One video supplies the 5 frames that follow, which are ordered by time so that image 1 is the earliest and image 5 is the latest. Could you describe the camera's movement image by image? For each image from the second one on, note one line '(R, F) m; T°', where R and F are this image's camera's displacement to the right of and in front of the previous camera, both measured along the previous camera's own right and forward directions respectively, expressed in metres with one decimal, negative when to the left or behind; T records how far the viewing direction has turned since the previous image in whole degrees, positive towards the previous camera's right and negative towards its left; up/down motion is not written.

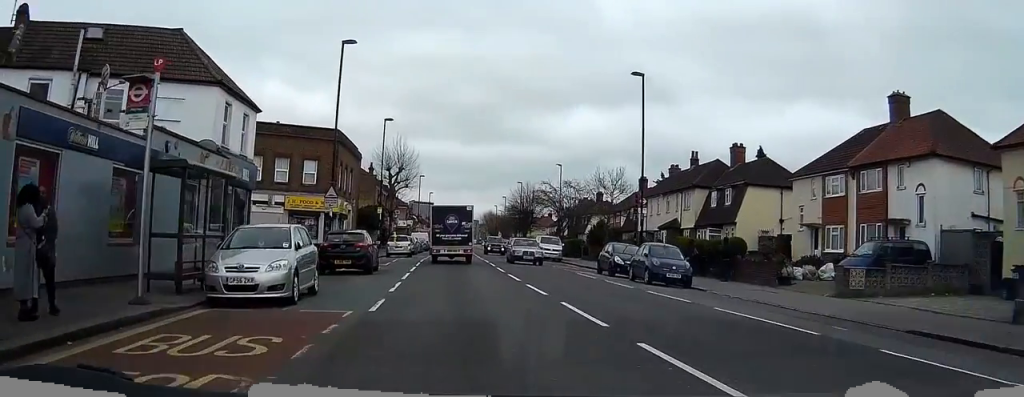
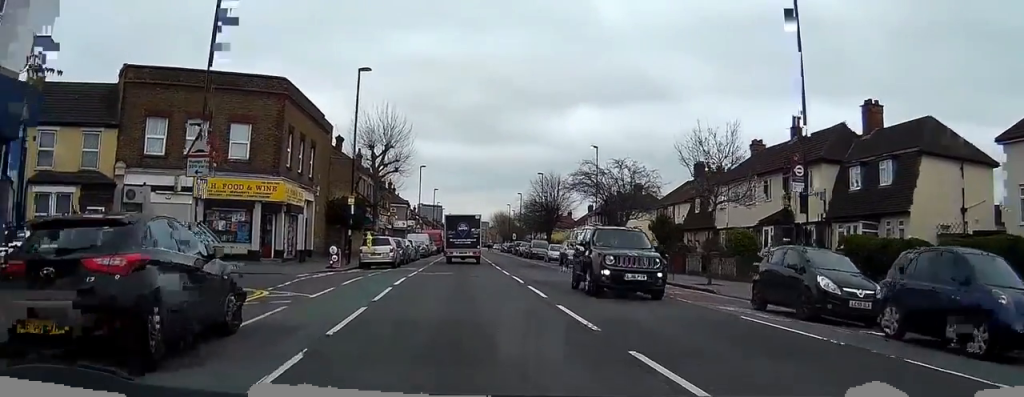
(+0.6, +18.2) m; +2°
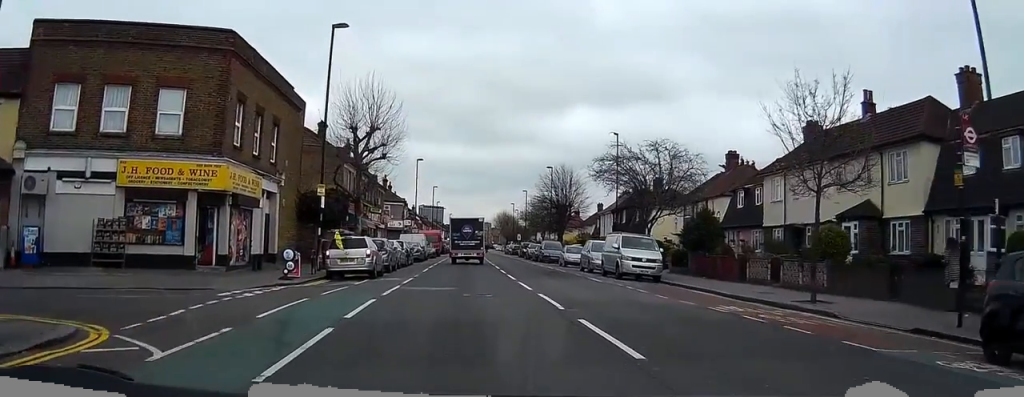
(0.0, +8.0) m; +1°
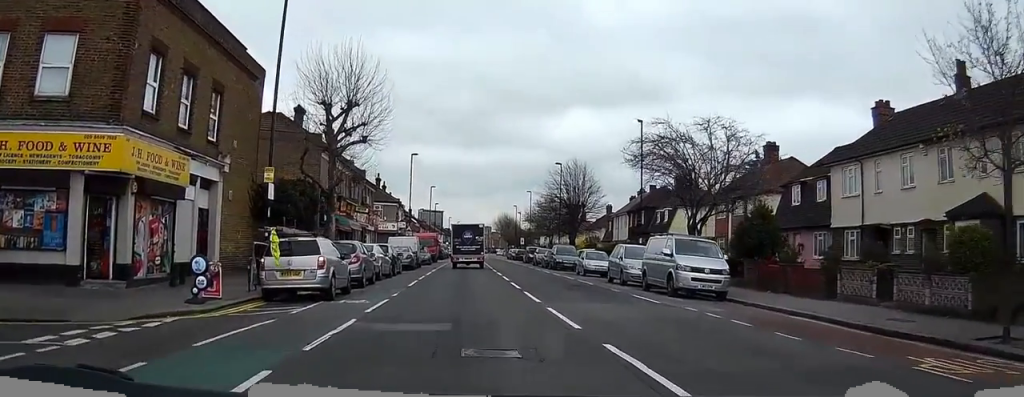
(+0.2, +8.0) m; +2°
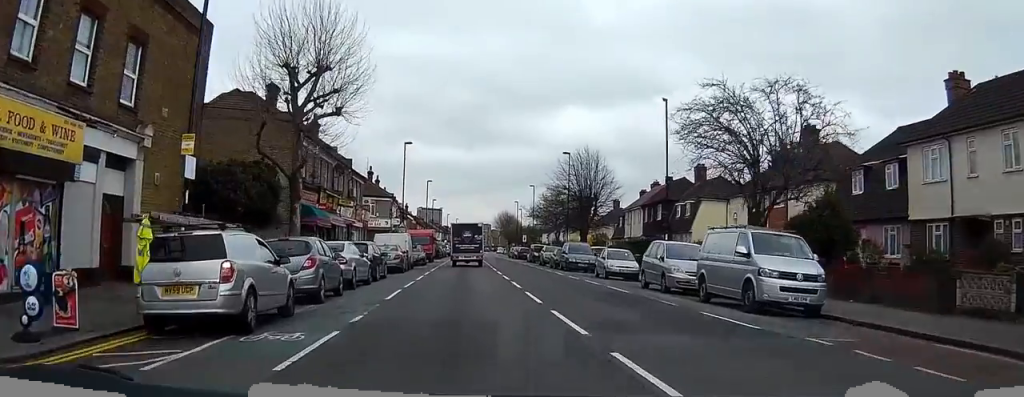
(+0.1, +6.6) m; 0°
